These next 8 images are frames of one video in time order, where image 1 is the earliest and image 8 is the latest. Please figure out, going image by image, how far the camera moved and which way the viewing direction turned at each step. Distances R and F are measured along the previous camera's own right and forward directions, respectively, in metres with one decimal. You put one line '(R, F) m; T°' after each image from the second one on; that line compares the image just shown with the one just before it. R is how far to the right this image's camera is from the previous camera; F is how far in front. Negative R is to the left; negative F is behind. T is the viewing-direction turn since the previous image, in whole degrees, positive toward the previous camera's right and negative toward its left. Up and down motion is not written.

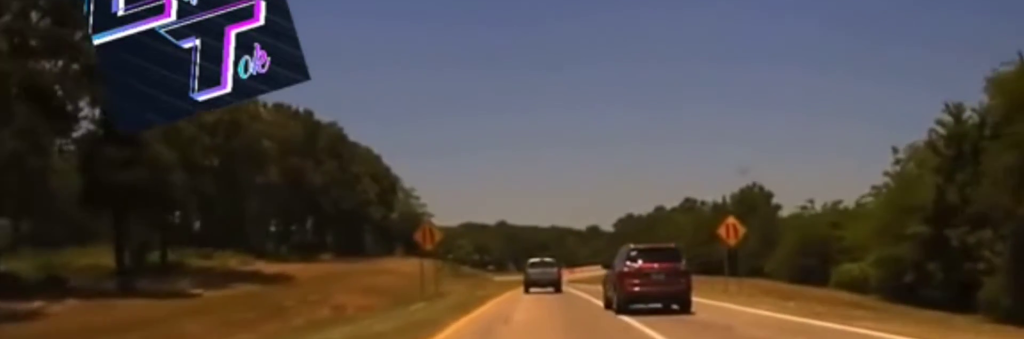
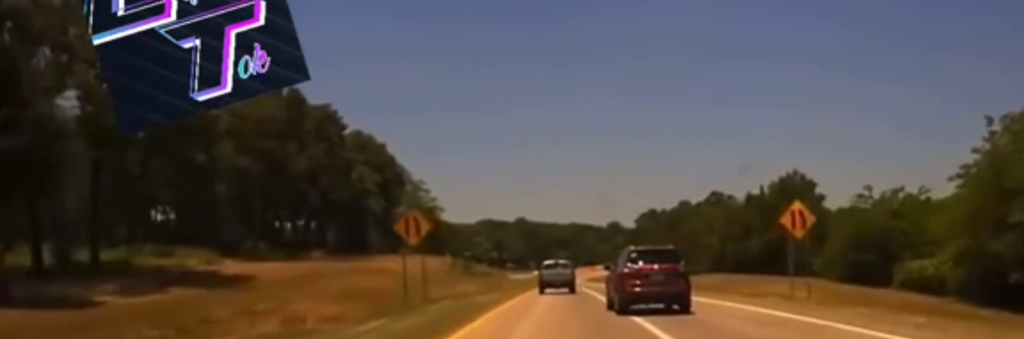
(-0.1, +9.4) m; -1°
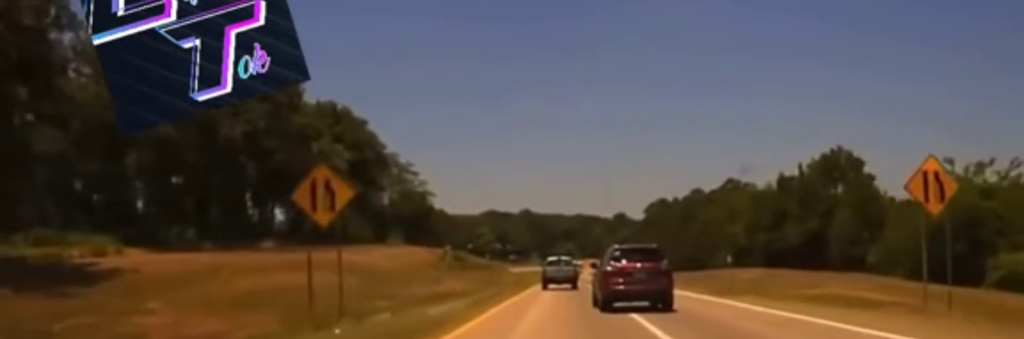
(0.0, +13.2) m; 0°
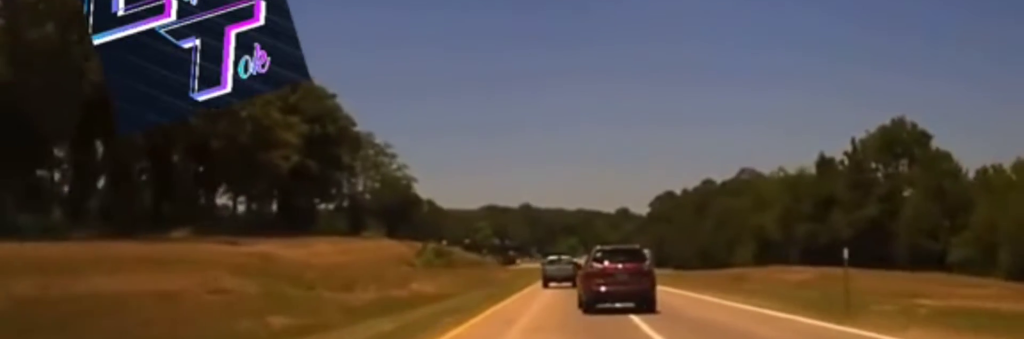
(-0.1, +14.4) m; -1°
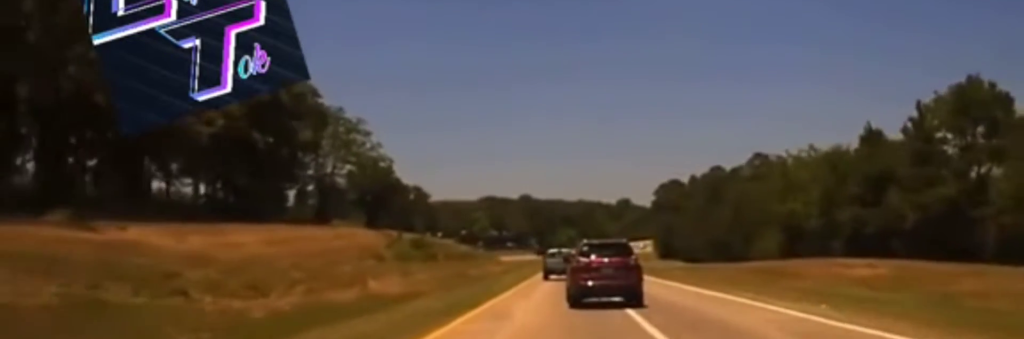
(-0.2, +12.3) m; -1°
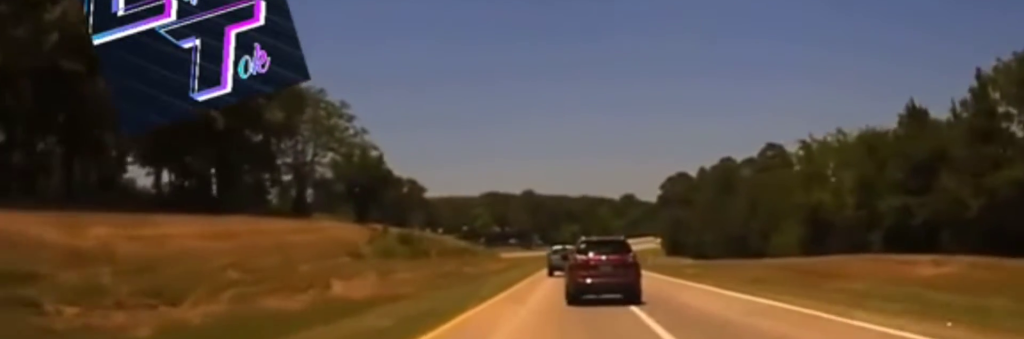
(+0.1, +7.7) m; +1°
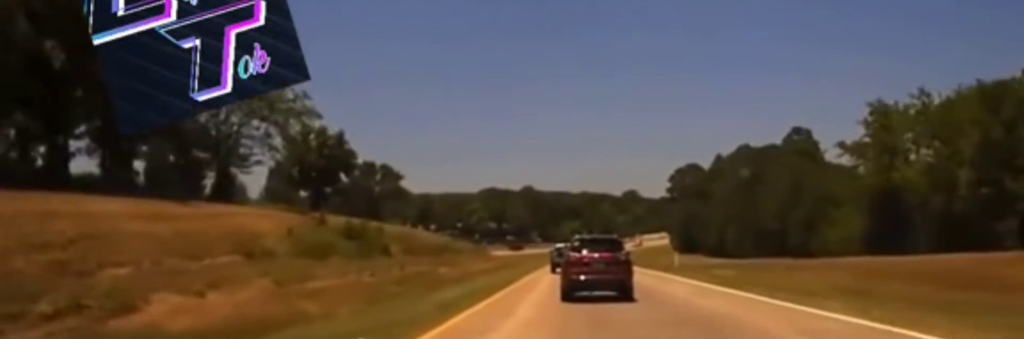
(+0.2, +17.6) m; +1°
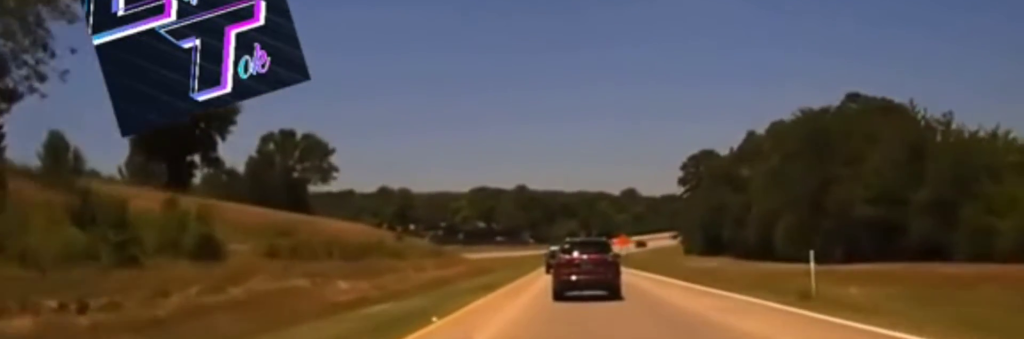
(+0.4, +28.6) m; 0°
